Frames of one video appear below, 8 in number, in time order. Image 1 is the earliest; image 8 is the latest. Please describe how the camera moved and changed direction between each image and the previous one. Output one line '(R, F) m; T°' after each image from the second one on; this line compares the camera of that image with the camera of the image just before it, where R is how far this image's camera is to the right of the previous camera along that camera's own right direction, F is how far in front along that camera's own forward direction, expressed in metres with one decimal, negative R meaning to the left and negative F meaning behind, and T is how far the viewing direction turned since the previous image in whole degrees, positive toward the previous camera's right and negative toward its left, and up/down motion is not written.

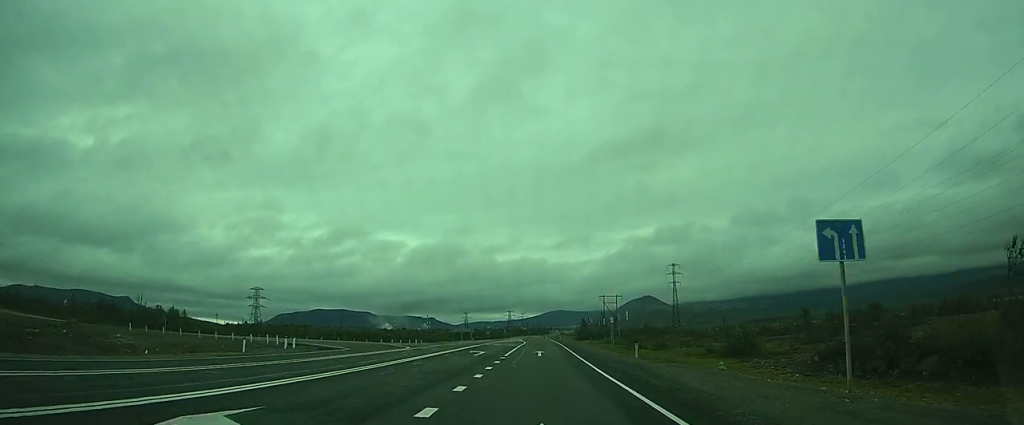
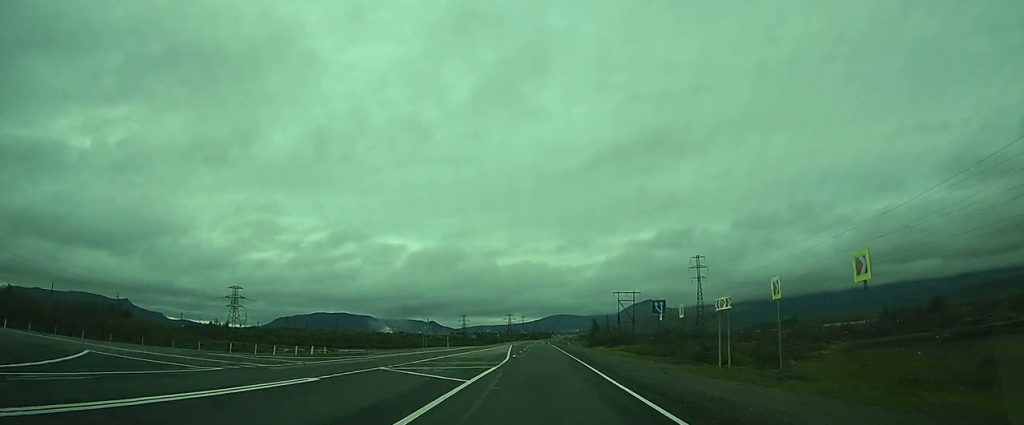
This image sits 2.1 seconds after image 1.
(+0.2, +39.4) m; +2°
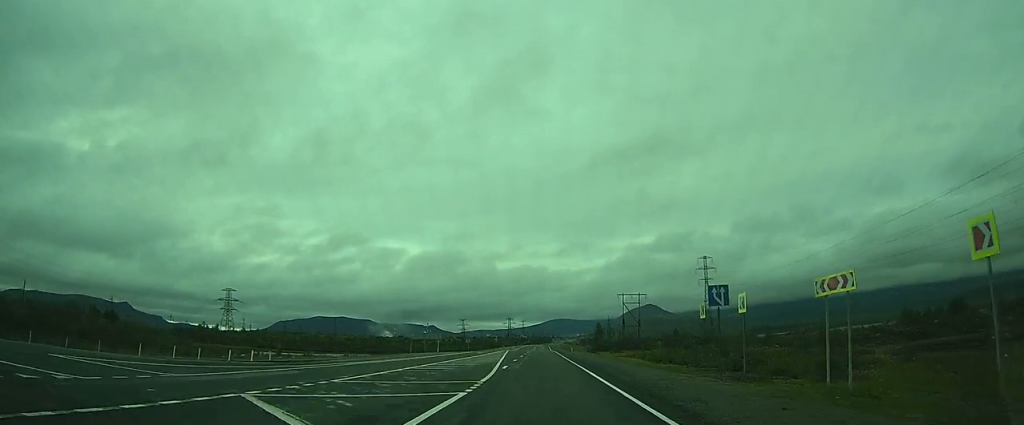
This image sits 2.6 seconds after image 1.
(+0.1, +10.1) m; 0°
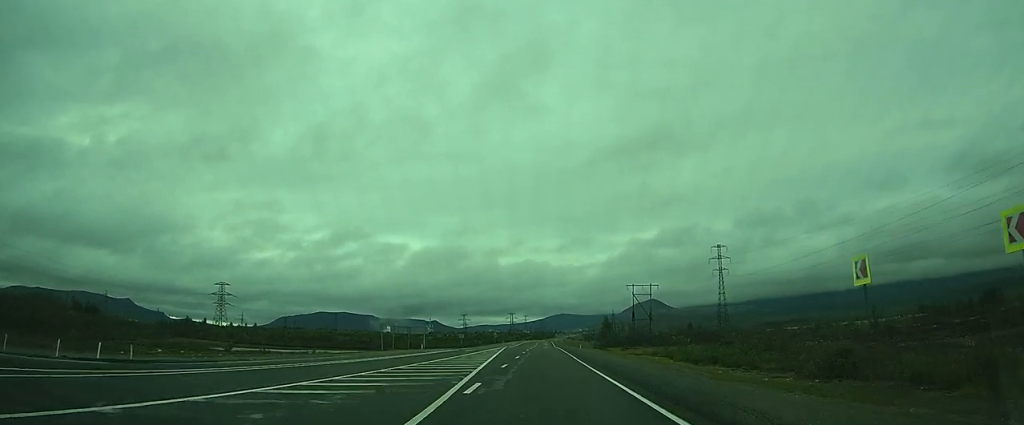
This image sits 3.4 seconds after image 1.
(0.0, +14.5) m; -1°
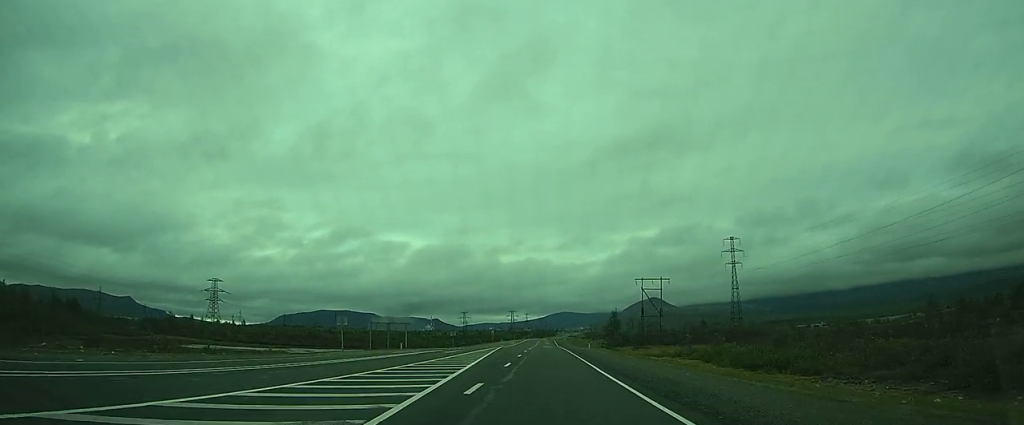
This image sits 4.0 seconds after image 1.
(-0.1, +12.5) m; 0°
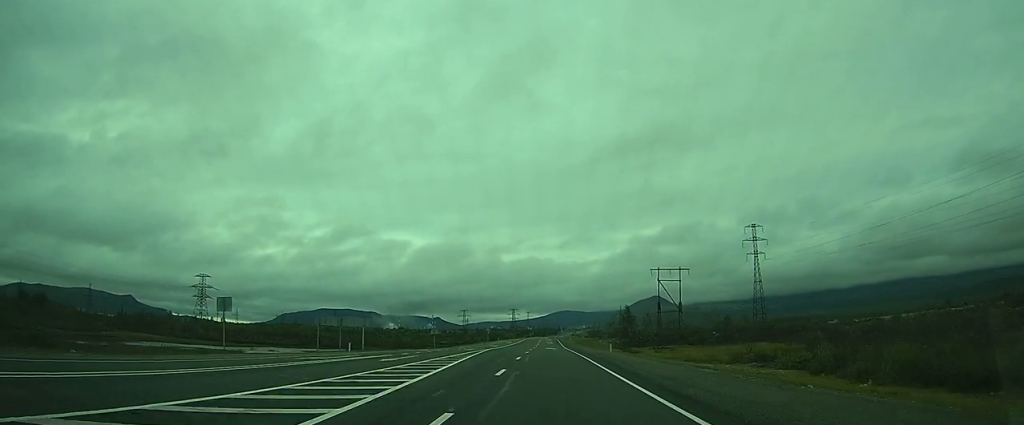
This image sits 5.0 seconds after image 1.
(0.0, +18.8) m; 0°
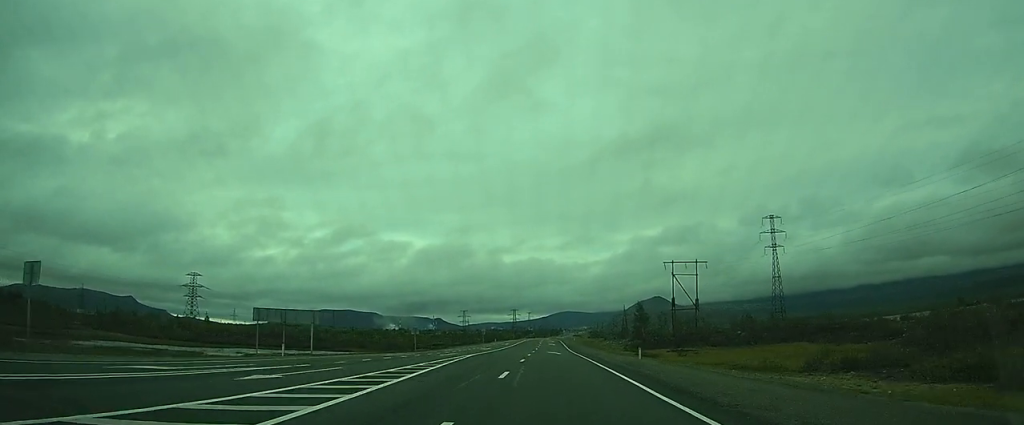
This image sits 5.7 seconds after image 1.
(0.0, +13.3) m; 0°
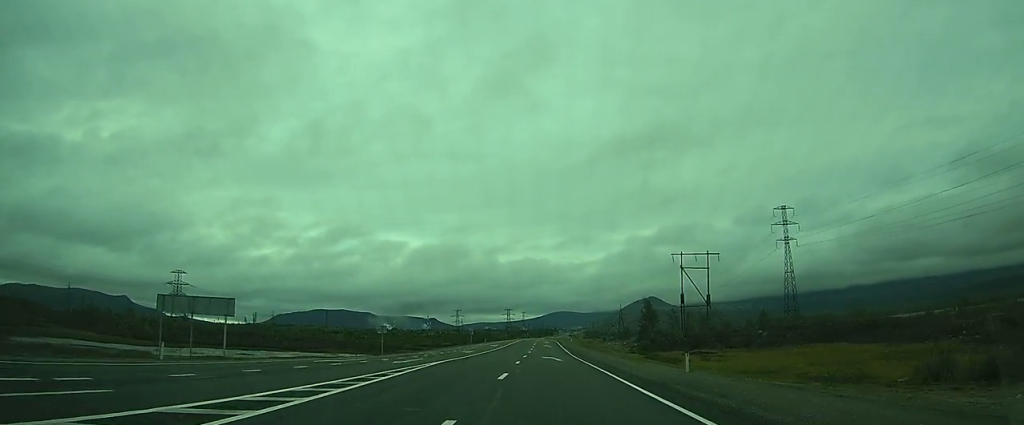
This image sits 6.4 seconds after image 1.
(+0.1, +12.1) m; -1°
